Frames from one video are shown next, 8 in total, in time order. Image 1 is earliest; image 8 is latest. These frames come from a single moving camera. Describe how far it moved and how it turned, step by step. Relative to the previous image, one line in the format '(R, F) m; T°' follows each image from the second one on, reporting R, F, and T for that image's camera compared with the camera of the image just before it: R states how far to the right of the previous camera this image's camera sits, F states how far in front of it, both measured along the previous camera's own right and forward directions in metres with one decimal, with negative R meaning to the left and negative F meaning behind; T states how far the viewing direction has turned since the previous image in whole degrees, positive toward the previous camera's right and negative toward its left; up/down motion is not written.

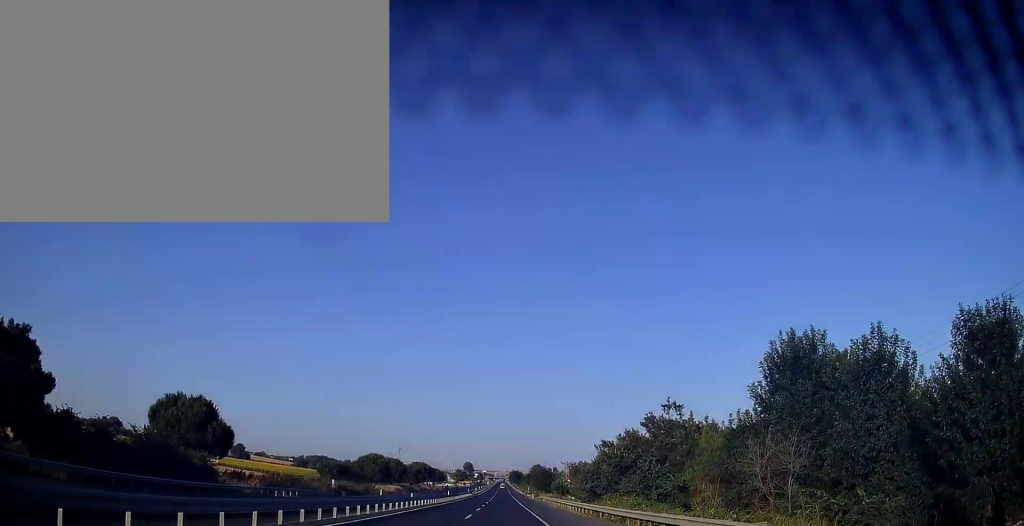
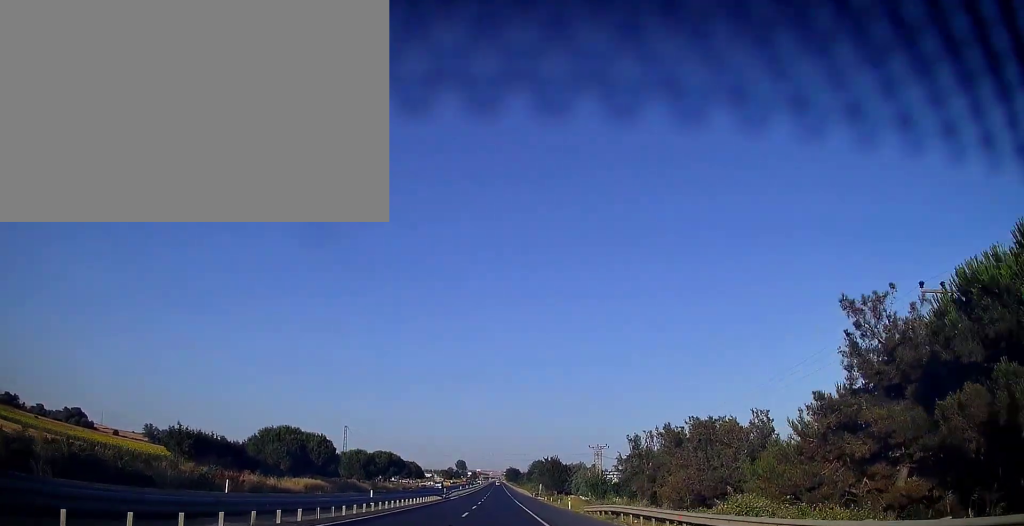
(0.0, +59.9) m; 0°
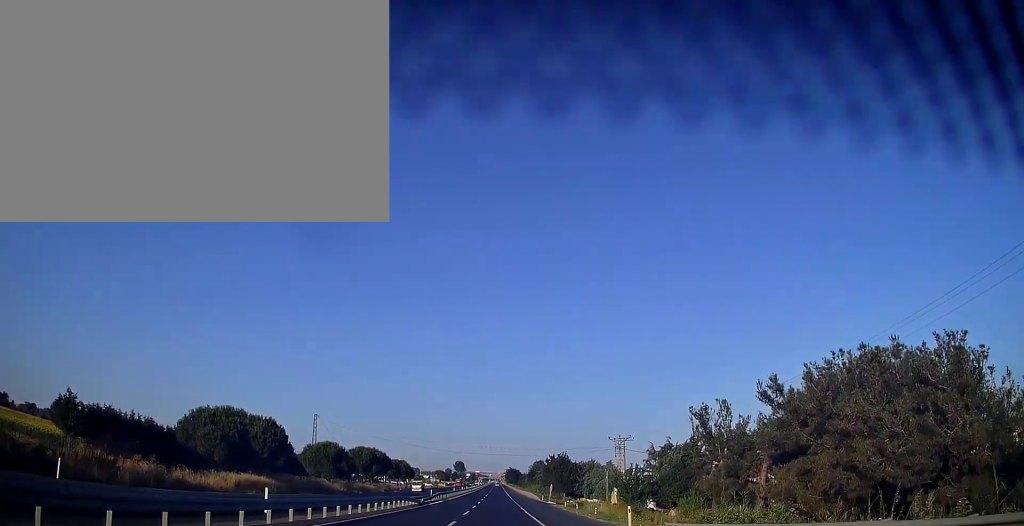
(+0.3, +20.5) m; 0°
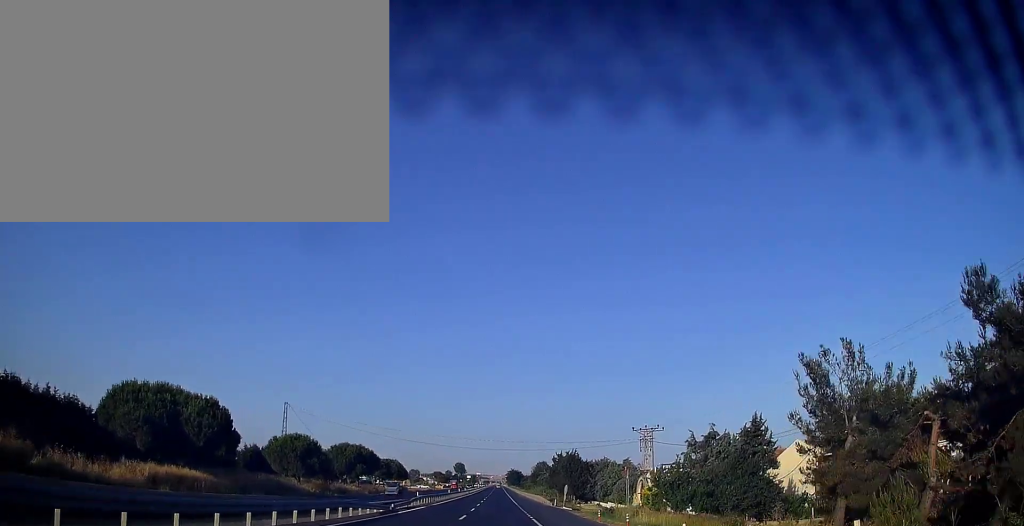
(-0.1, +15.4) m; 0°
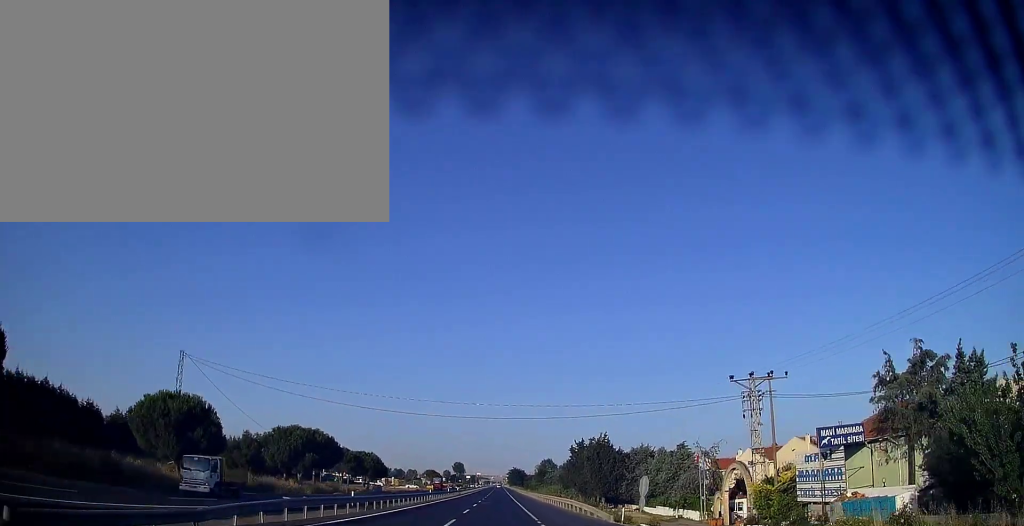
(-0.1, +31.9) m; 0°
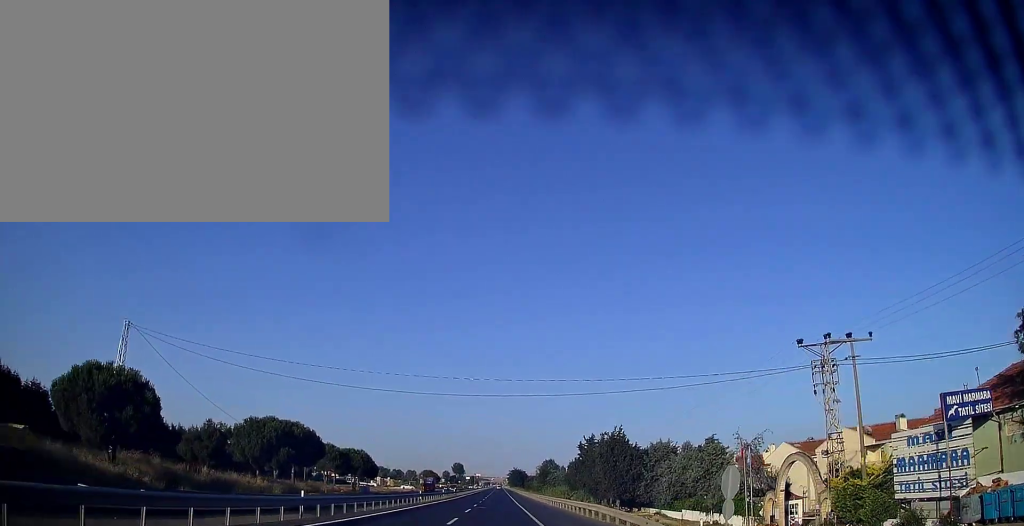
(+0.1, +10.4) m; 0°
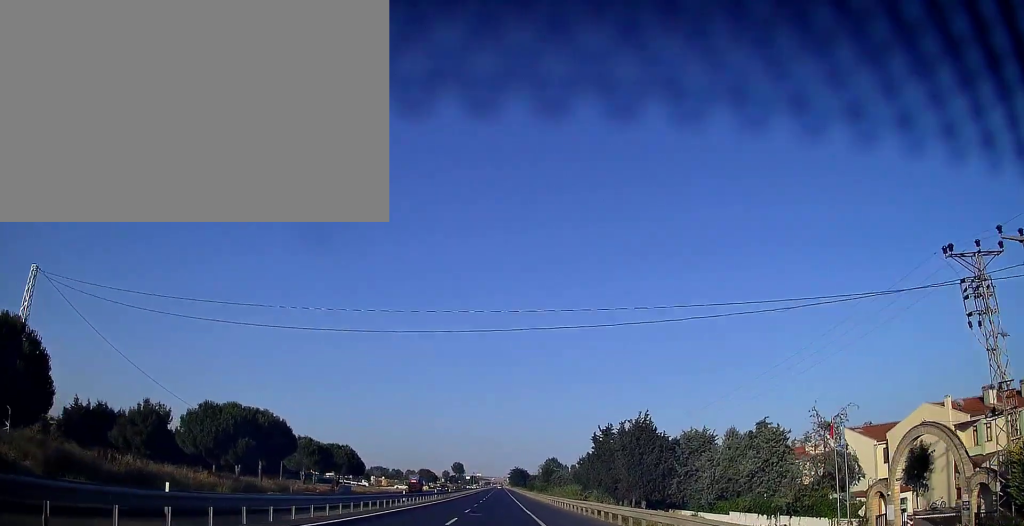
(0.0, +13.0) m; 0°
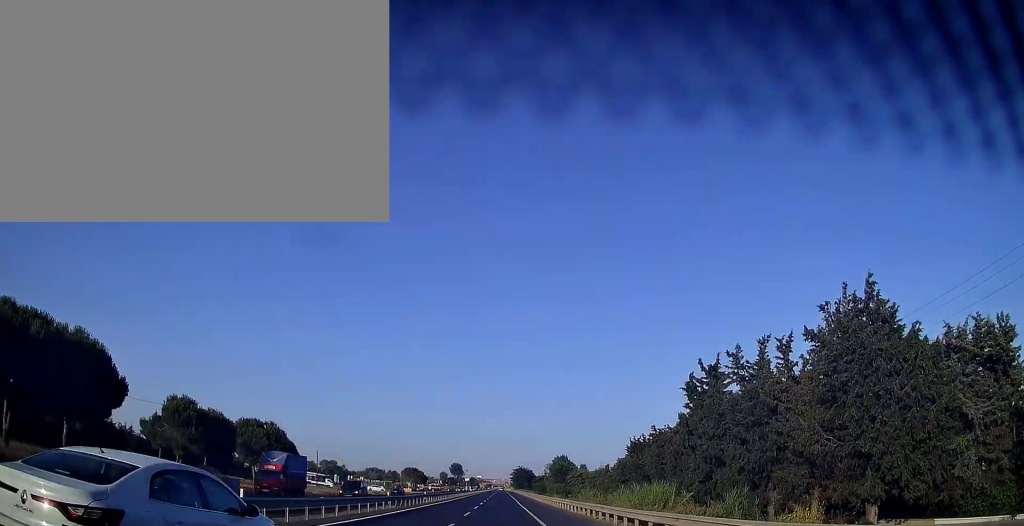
(0.0, +38.0) m; 0°
